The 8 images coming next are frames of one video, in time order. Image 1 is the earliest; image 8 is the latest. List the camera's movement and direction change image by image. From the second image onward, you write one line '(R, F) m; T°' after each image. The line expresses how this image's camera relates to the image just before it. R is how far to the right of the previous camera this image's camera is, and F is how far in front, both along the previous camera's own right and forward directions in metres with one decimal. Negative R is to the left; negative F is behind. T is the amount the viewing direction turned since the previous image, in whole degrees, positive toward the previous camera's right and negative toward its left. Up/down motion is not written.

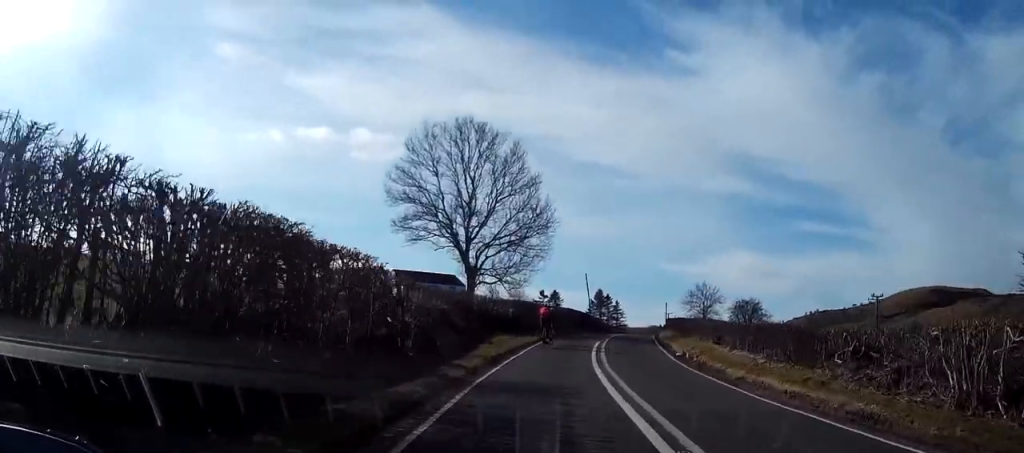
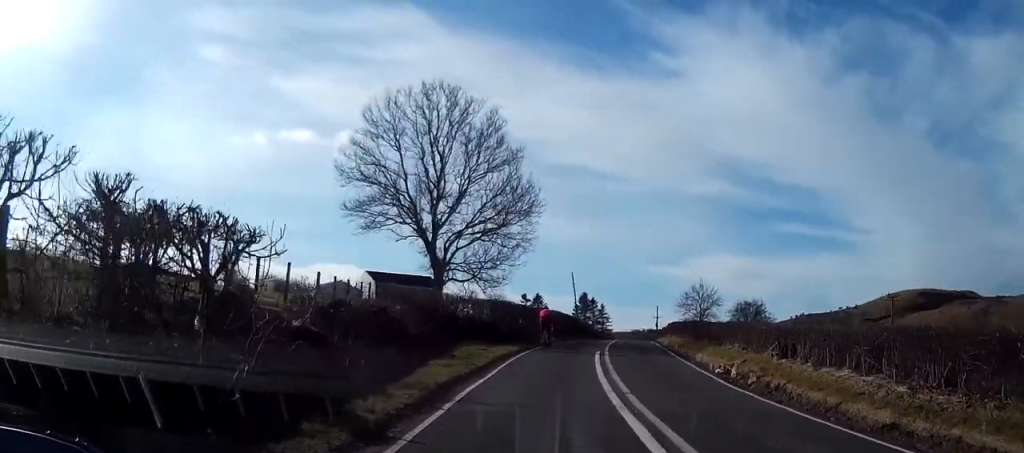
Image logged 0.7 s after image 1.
(+0.1, +8.8) m; +2°
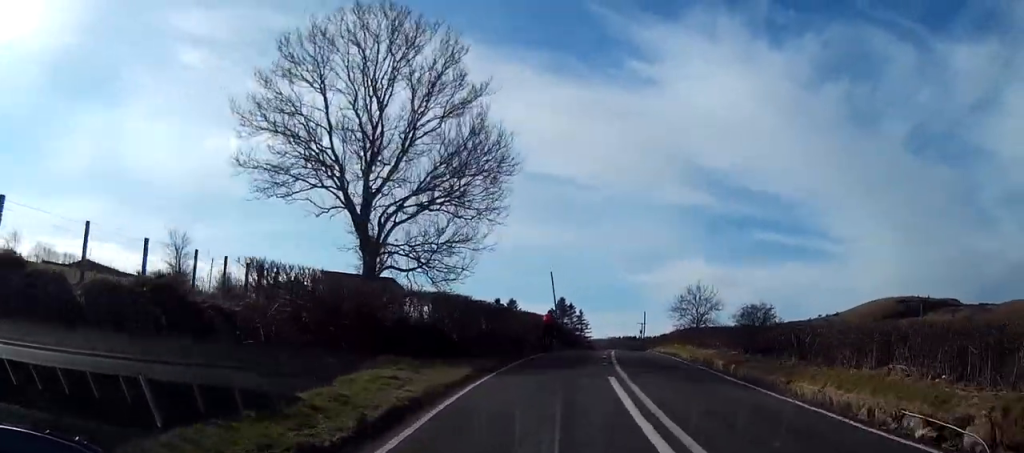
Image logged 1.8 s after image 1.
(+0.3, +12.7) m; +2°
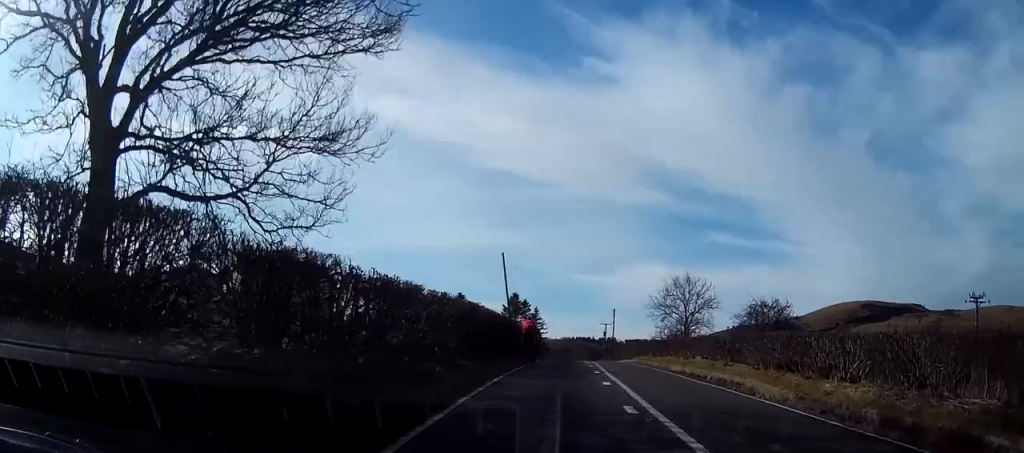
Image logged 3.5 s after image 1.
(+0.4, +17.8) m; +2°
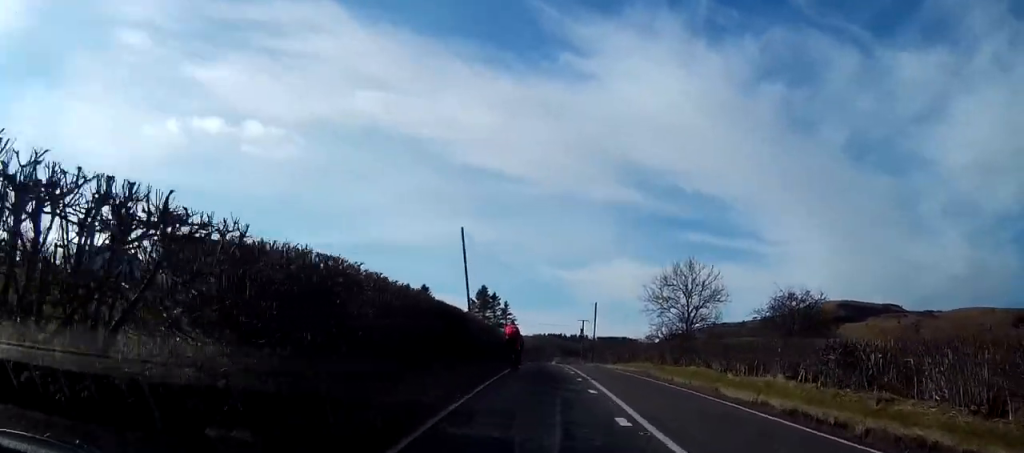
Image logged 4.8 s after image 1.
(+0.2, +13.1) m; +2°
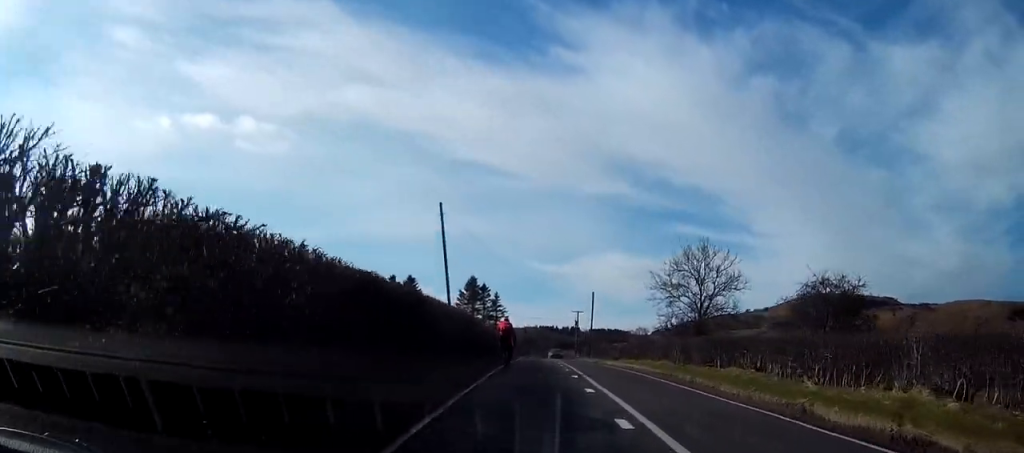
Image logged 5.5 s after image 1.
(+0.1, +7.2) m; +1°
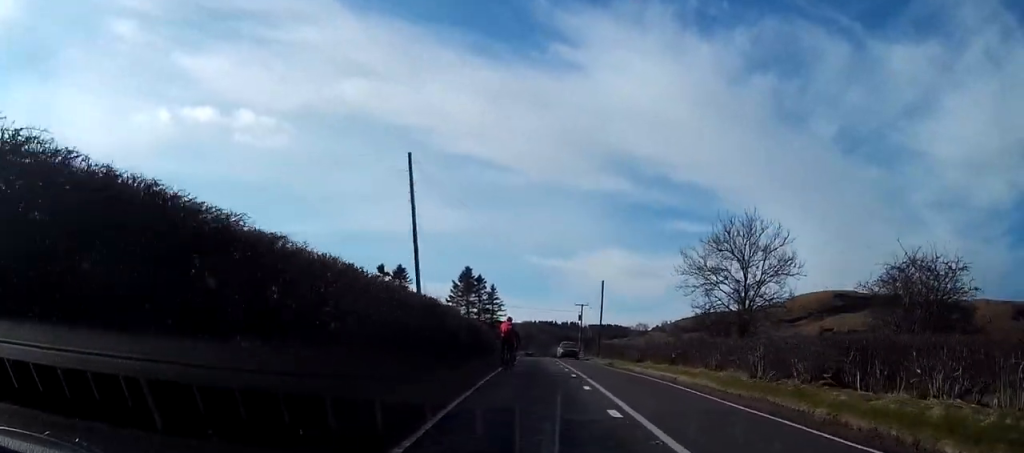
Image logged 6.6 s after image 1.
(+0.1, +10.7) m; +1°
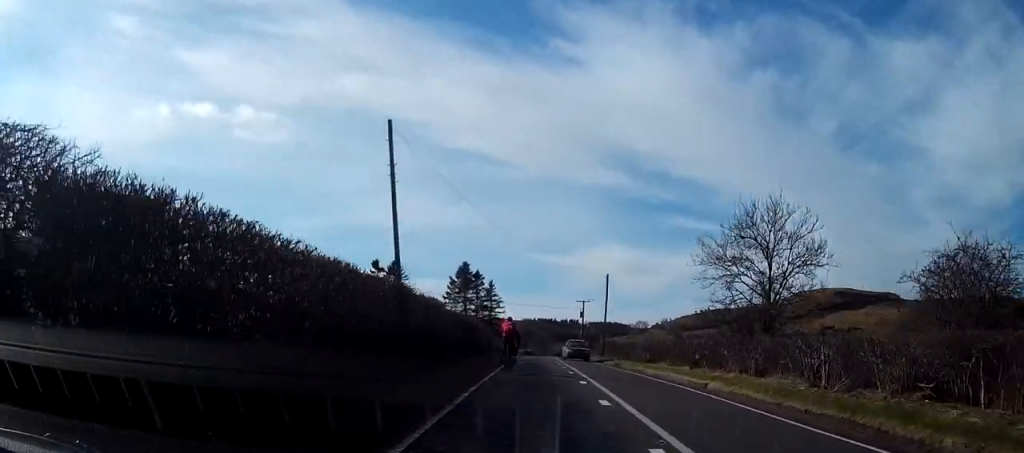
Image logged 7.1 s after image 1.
(0.0, +4.2) m; 0°
